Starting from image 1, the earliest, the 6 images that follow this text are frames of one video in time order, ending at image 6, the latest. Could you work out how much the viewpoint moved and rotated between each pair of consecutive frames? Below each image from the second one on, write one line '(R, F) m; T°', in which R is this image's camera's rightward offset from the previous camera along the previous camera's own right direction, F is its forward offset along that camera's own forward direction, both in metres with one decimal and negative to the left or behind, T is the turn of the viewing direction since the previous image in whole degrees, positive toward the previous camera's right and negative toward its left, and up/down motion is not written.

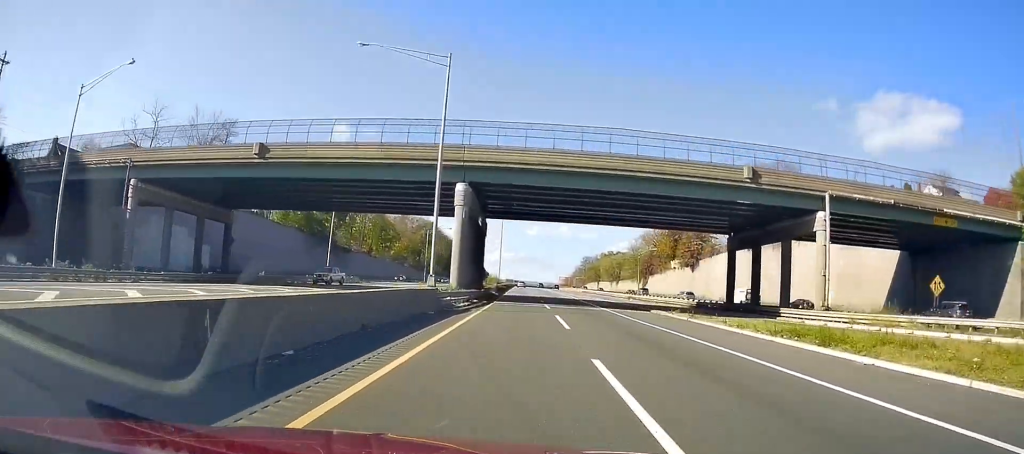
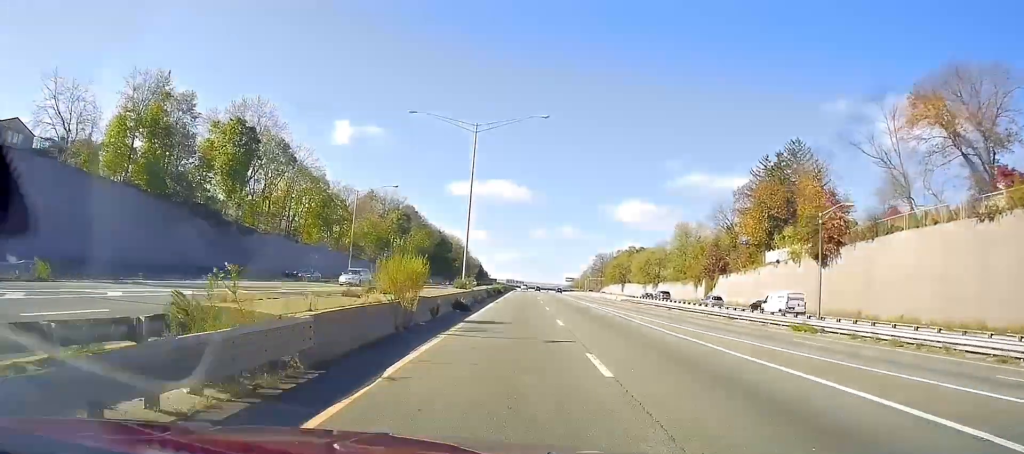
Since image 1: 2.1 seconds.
(+0.7, +61.2) m; +1°
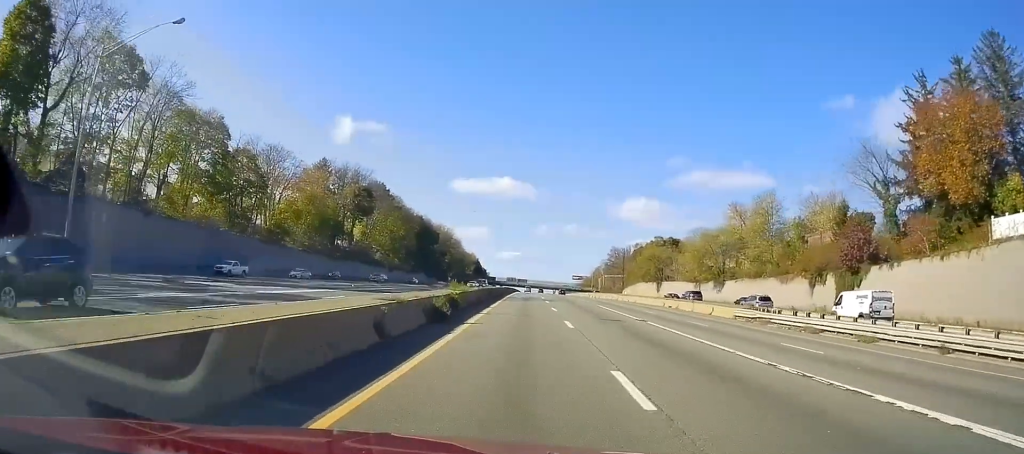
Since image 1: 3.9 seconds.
(+1.2, +50.1) m; +2°
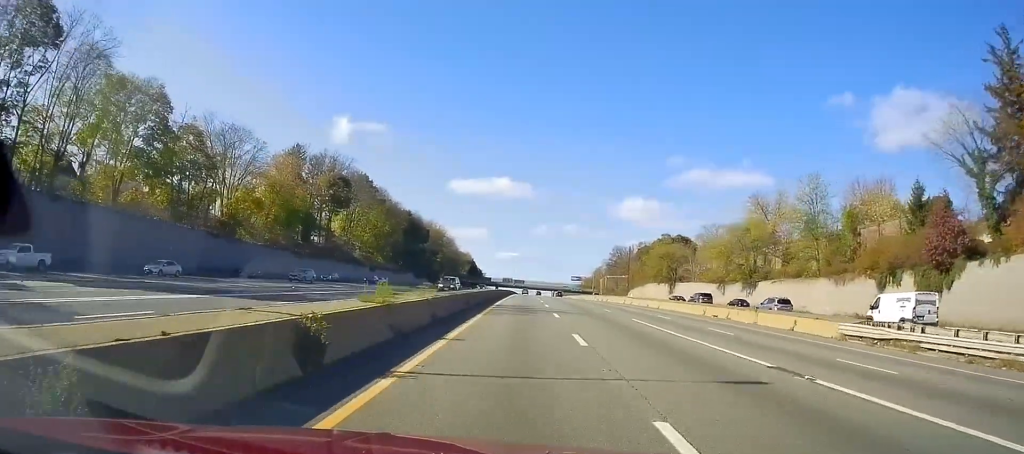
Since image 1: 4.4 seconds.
(-0.3, +16.2) m; -1°
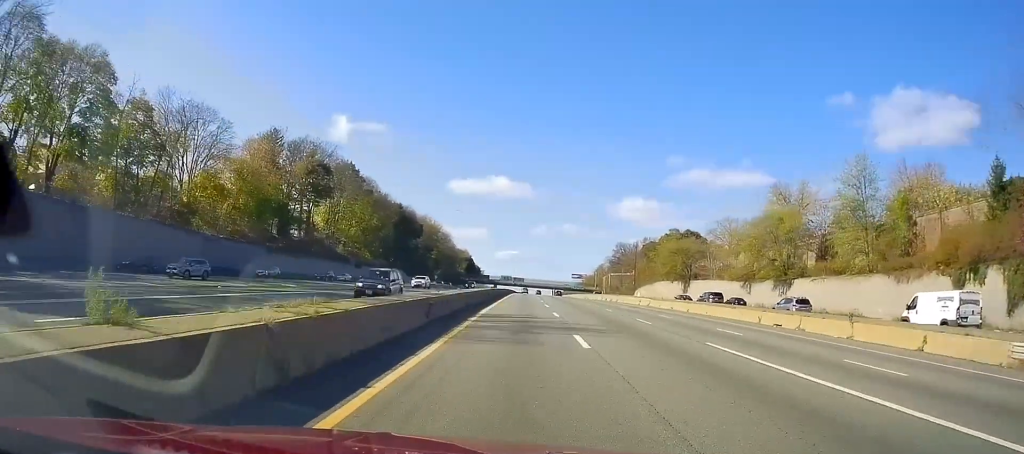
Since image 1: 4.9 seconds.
(-0.1, +12.4) m; 0°
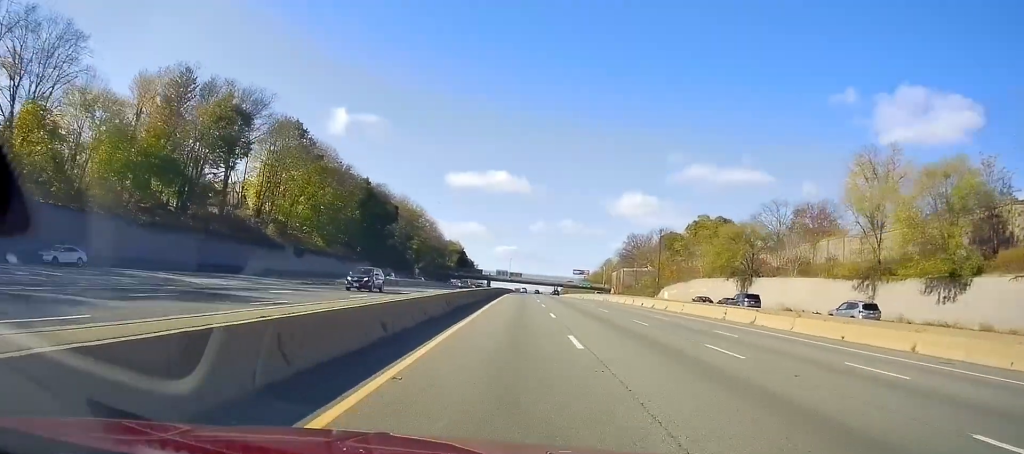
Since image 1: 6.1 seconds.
(+0.2, +35.1) m; 0°
